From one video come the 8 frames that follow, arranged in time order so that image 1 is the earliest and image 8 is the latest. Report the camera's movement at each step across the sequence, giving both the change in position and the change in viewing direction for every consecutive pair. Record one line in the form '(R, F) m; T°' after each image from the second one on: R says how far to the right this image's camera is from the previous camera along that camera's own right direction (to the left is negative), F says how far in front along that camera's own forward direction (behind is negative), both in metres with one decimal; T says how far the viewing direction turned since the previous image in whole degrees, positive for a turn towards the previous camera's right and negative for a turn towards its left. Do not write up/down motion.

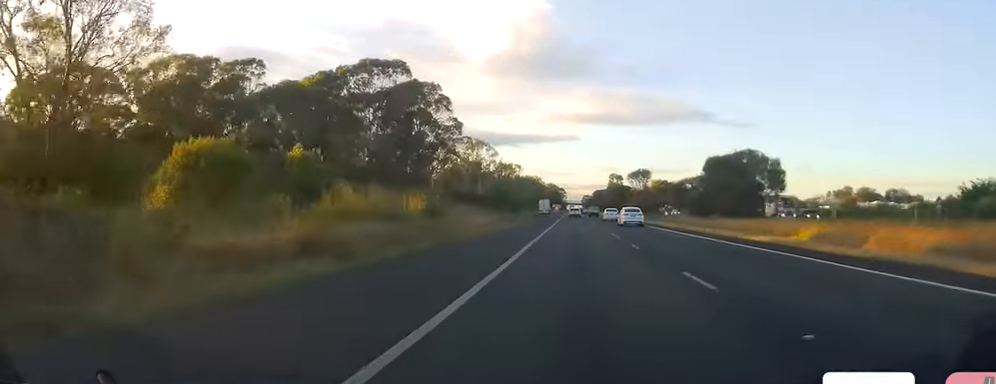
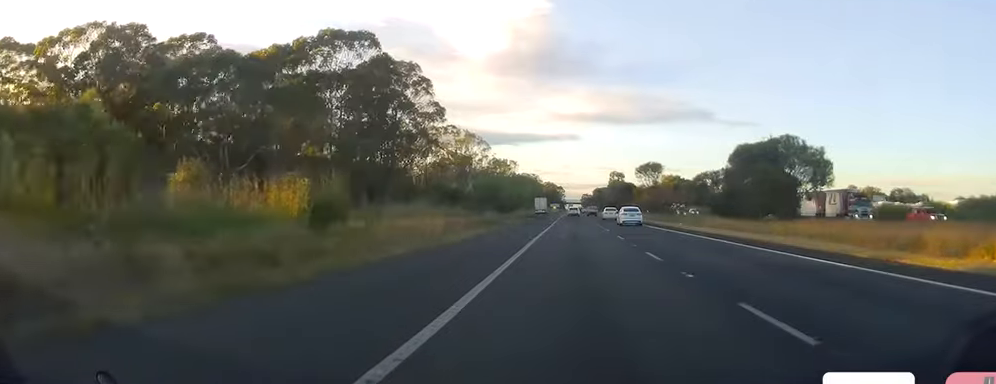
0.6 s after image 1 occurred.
(-0.7, +17.0) m; 0°
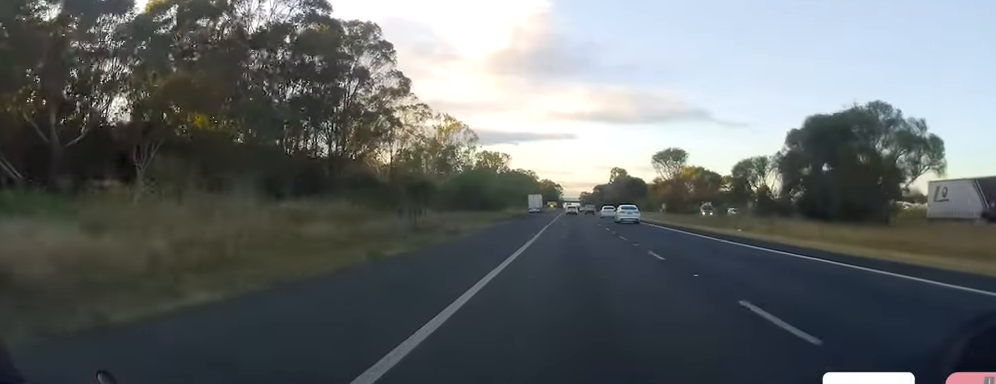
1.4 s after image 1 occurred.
(+0.9, +23.7) m; 0°
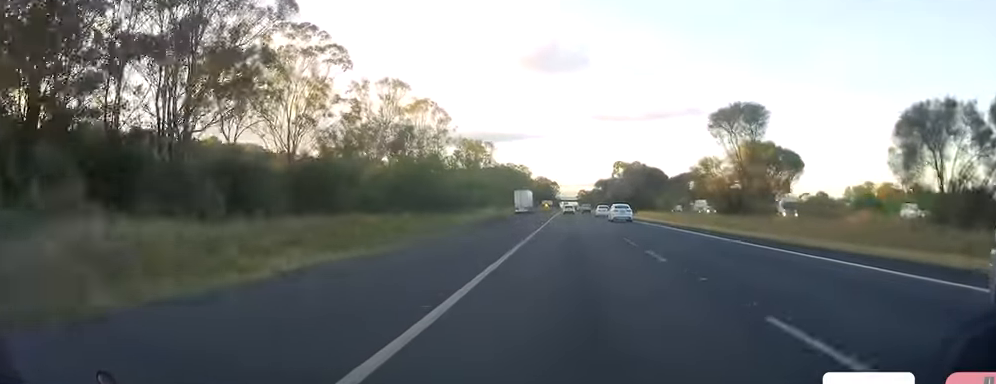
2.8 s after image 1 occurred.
(-0.9, +37.7) m; -1°
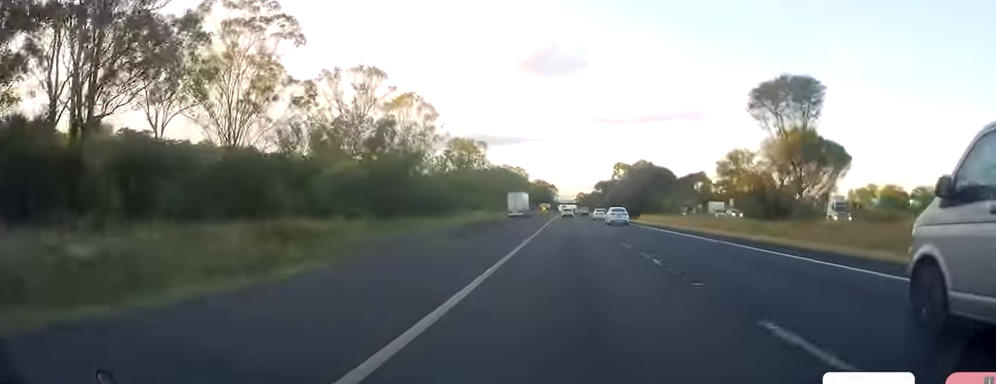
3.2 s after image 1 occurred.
(+0.4, +12.2) m; 0°
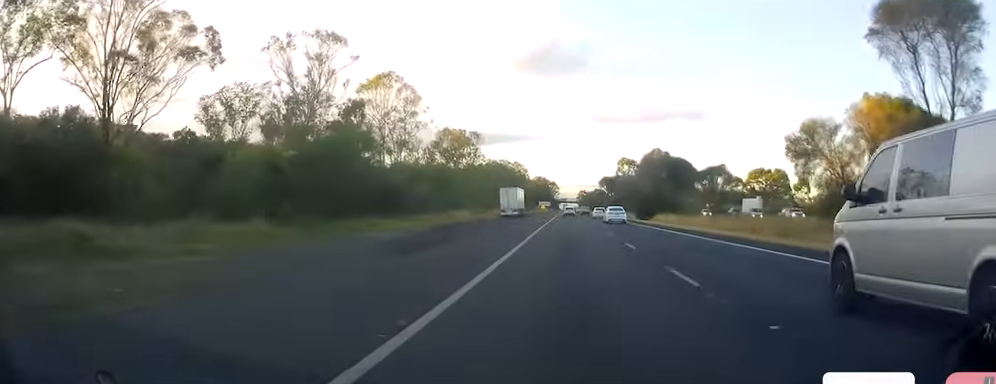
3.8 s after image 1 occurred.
(+0.3, +16.8) m; +1°
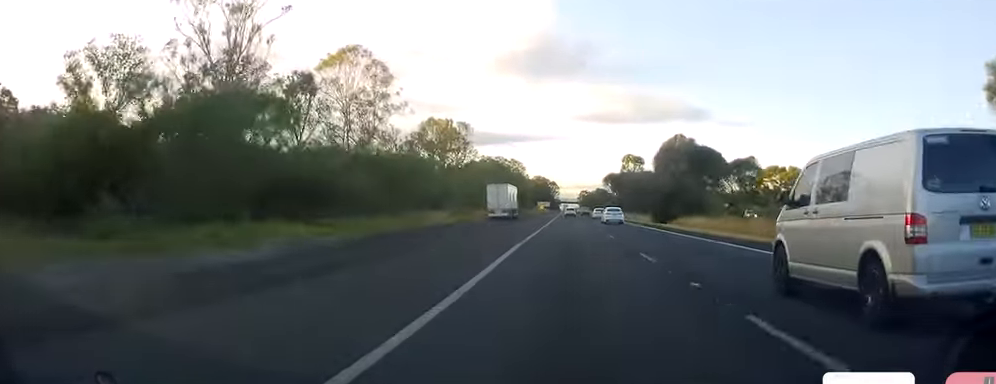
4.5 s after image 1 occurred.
(-0.3, +18.4) m; 0°
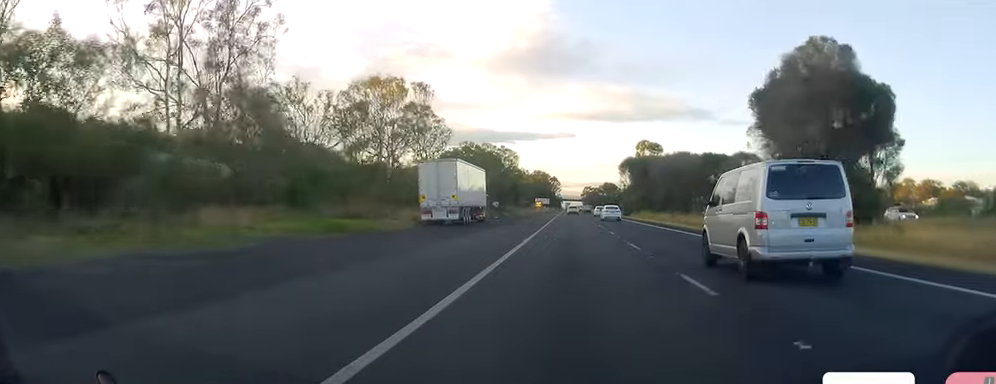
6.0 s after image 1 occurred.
(0.0, +41.5) m; -1°
